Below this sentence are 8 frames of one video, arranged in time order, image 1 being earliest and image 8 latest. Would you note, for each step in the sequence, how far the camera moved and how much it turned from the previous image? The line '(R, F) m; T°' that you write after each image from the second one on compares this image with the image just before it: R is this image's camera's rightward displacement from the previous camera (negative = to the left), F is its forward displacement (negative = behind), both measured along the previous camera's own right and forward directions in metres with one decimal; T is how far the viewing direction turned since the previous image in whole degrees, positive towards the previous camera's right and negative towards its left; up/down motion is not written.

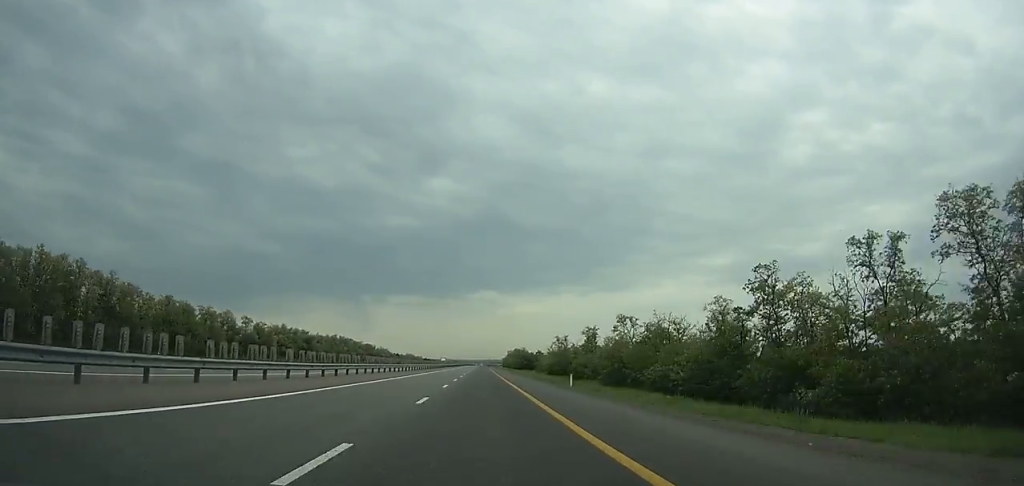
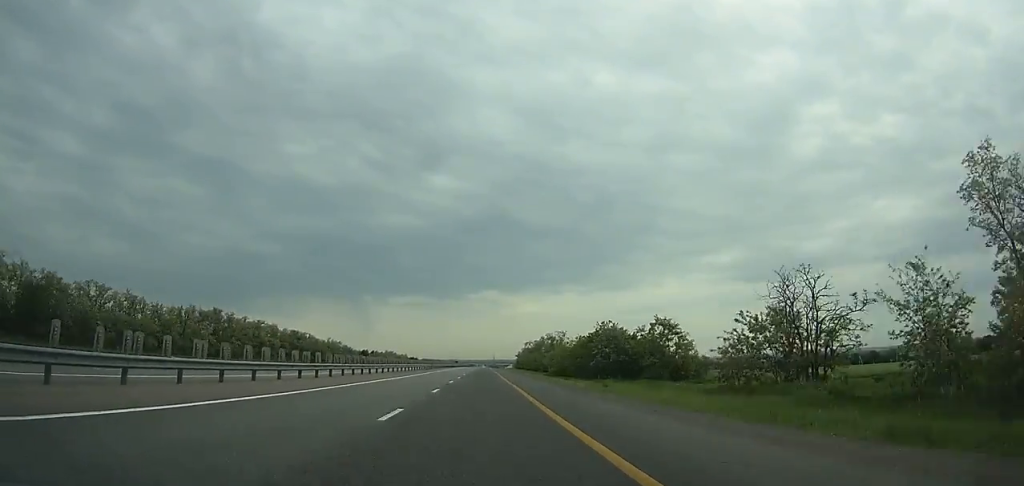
(-0.2, +163.3) m; 0°
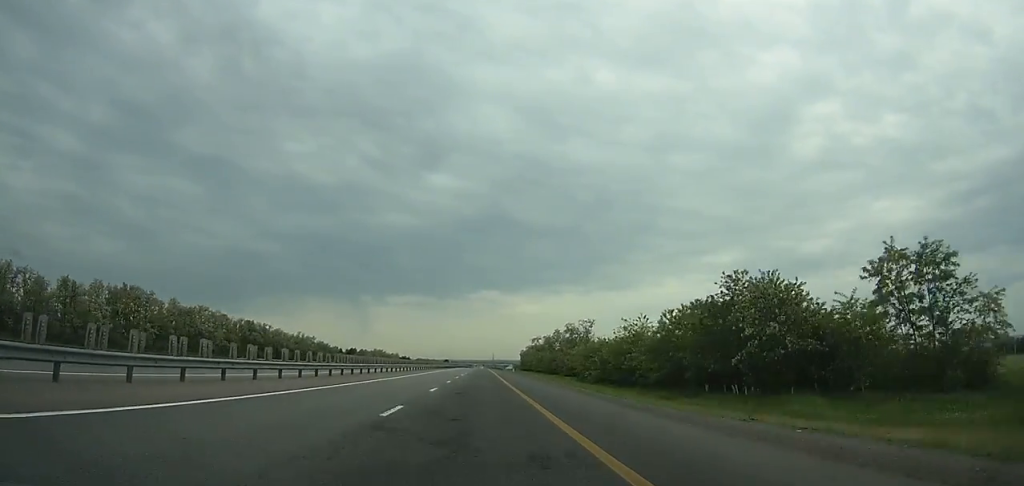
(-0.1, +46.8) m; 0°
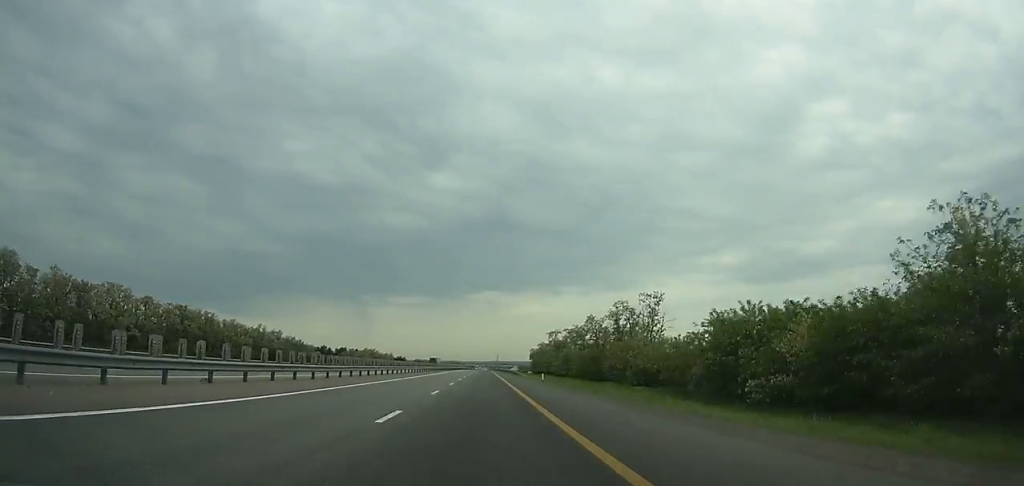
(+0.1, +49.6) m; 0°
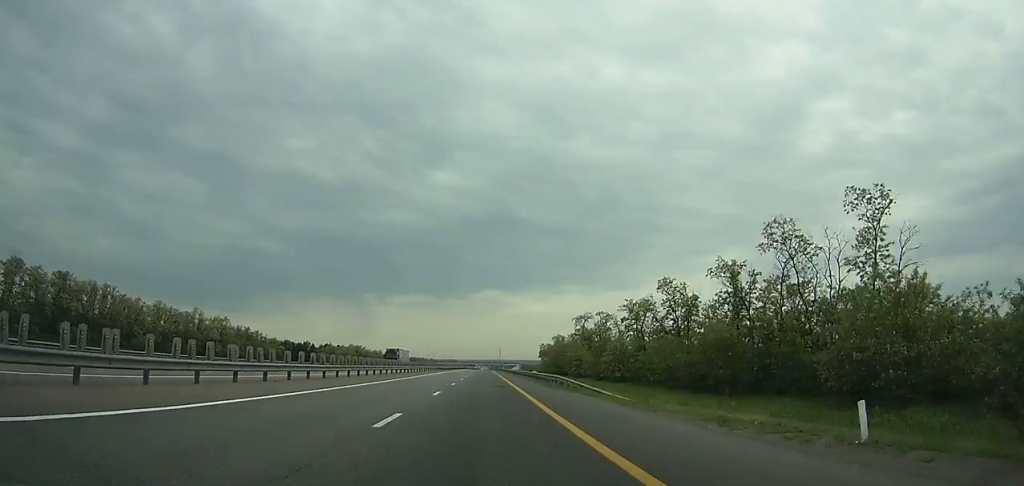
(+0.2, +49.5) m; 0°
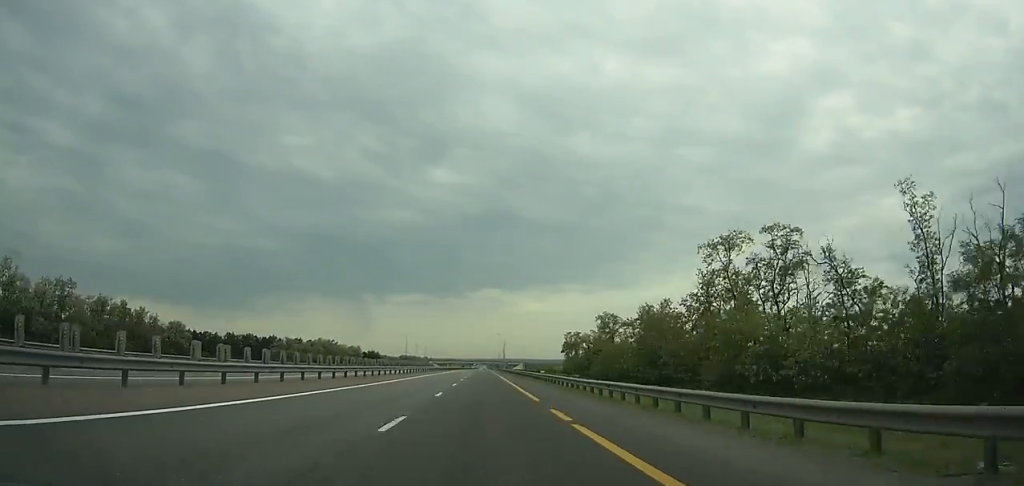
(-0.3, +74.1) m; 0°
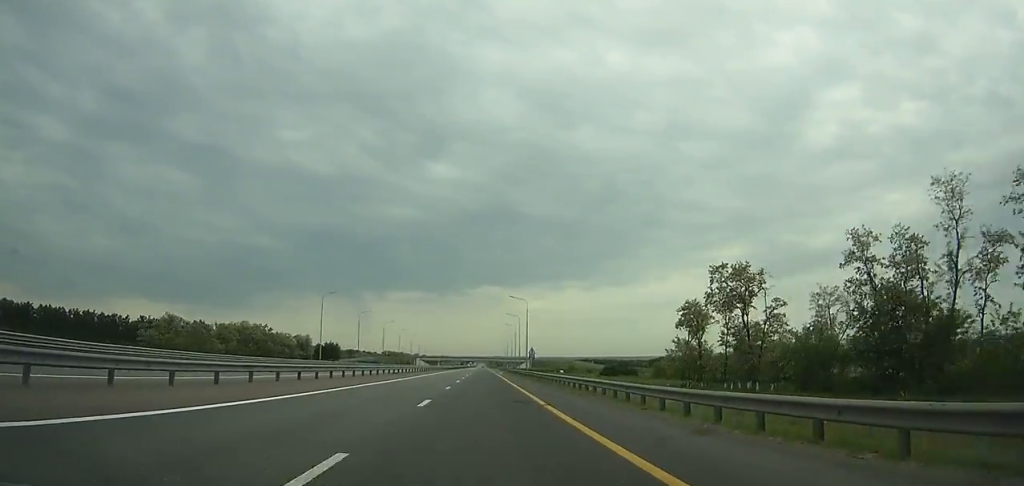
(-0.1, +101.4) m; 0°
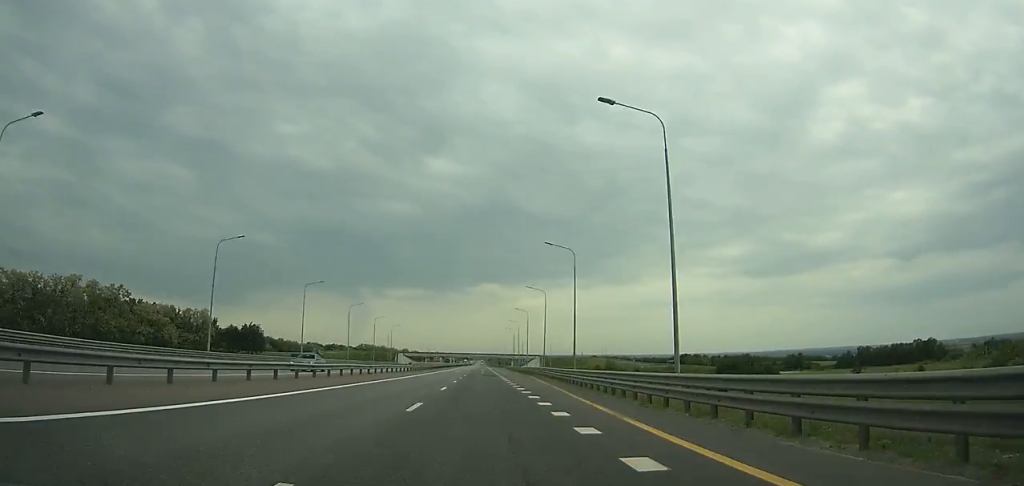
(+0.1, +98.7) m; 0°
